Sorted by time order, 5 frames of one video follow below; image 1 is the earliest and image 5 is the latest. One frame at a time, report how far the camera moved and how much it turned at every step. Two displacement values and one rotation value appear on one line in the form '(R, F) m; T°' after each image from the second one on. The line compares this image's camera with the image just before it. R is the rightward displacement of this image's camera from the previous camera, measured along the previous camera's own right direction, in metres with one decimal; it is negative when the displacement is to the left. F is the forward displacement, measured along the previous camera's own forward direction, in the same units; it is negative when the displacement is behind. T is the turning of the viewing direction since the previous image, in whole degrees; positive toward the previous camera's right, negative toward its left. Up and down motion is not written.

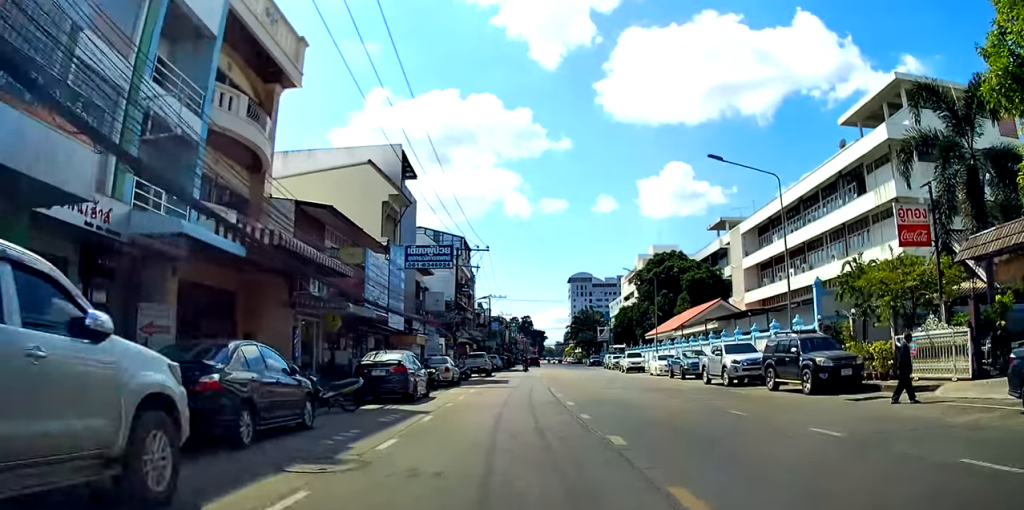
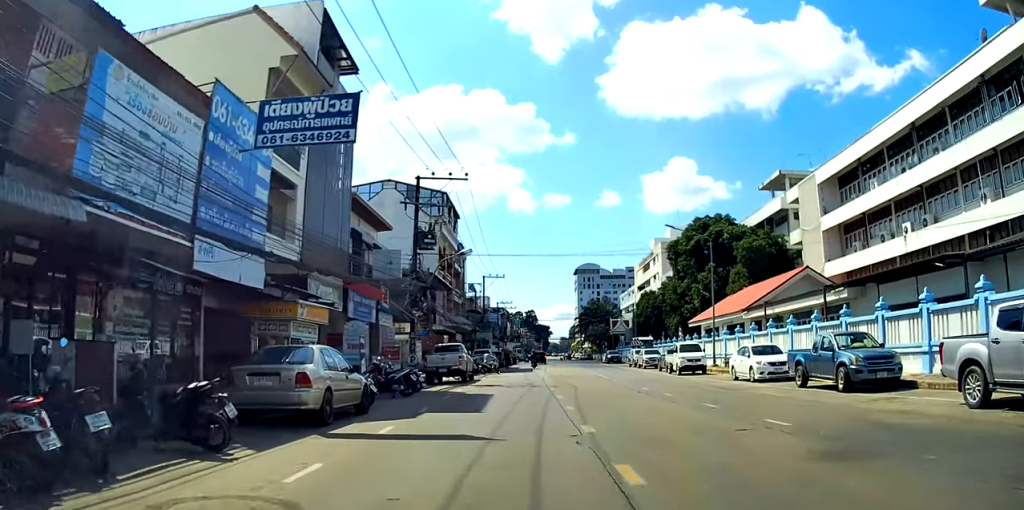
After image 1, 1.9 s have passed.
(-0.5, +19.3) m; -1°
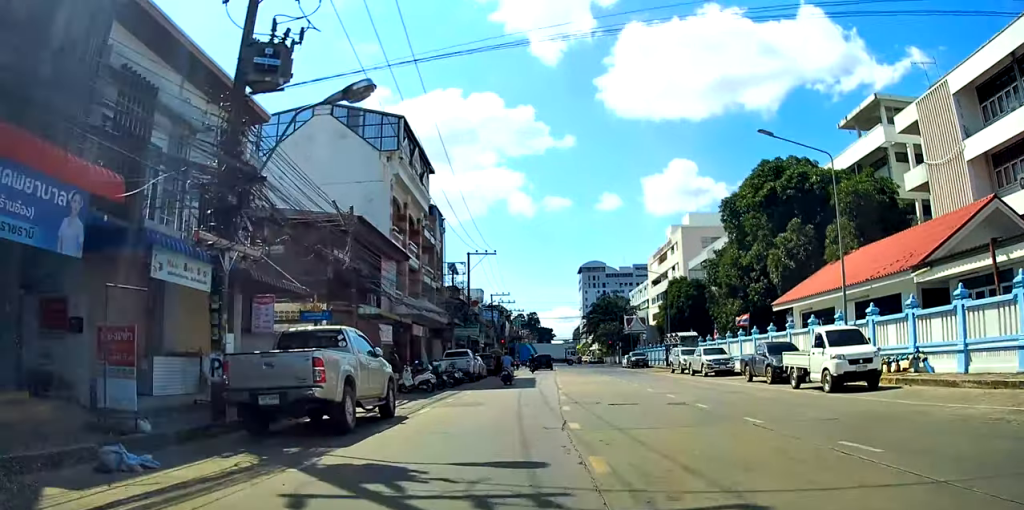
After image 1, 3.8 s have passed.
(0.0, +19.1) m; 0°
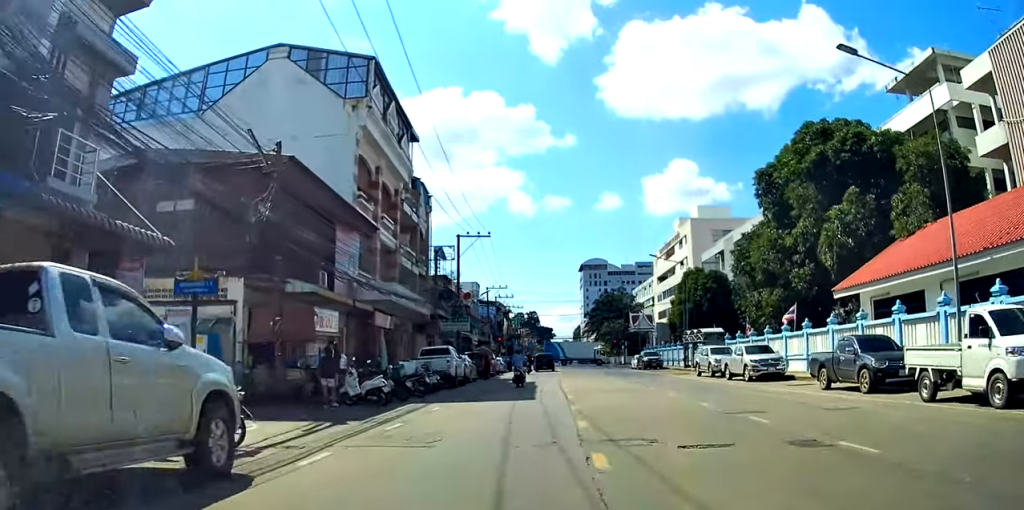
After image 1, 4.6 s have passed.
(+0.2, +7.4) m; +1°
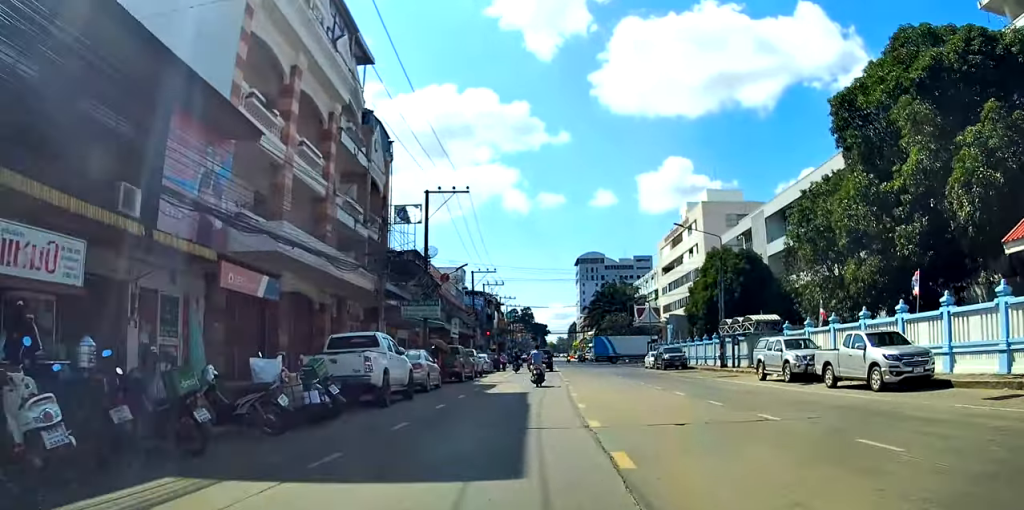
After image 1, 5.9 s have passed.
(0.0, +12.0) m; 0°
